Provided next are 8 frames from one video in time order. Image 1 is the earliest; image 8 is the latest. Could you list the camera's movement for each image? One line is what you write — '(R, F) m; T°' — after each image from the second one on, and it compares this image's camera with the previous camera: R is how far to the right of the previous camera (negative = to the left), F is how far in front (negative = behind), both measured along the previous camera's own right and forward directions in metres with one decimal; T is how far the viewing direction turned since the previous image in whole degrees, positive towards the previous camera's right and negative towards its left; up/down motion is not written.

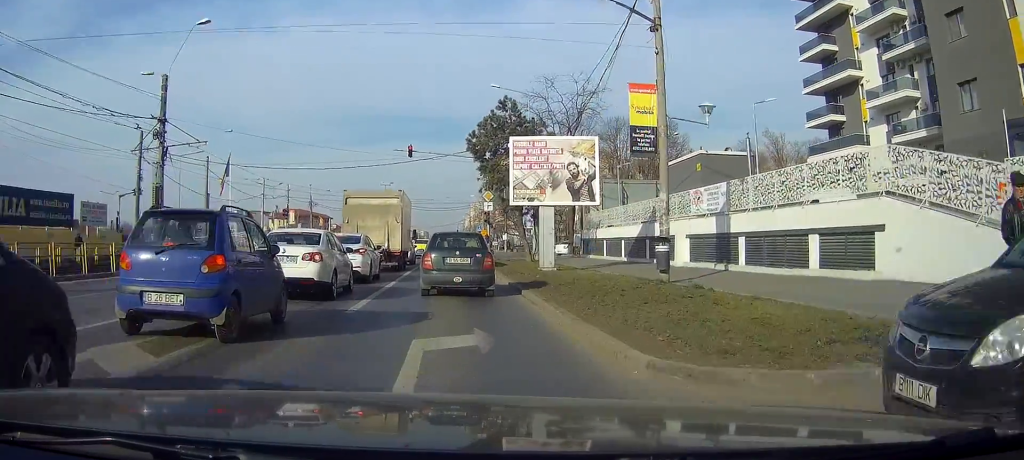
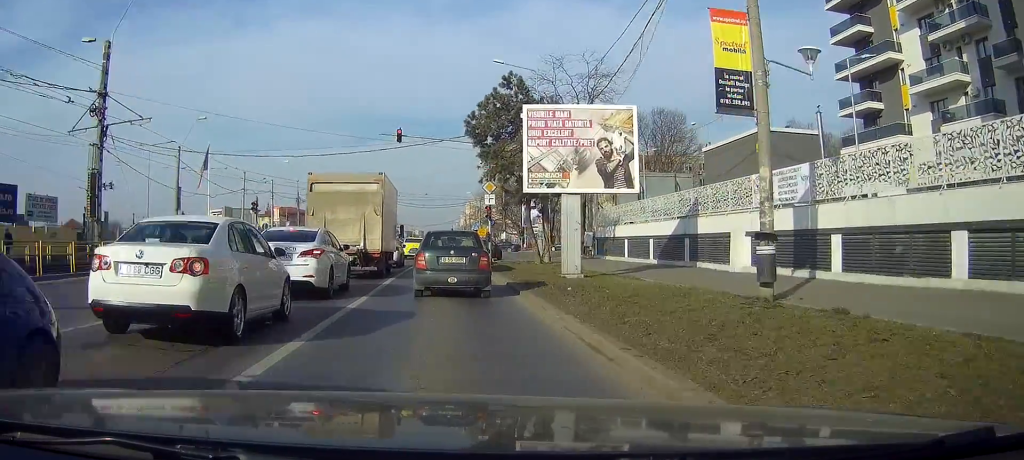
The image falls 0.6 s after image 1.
(-0.1, +6.7) m; 0°
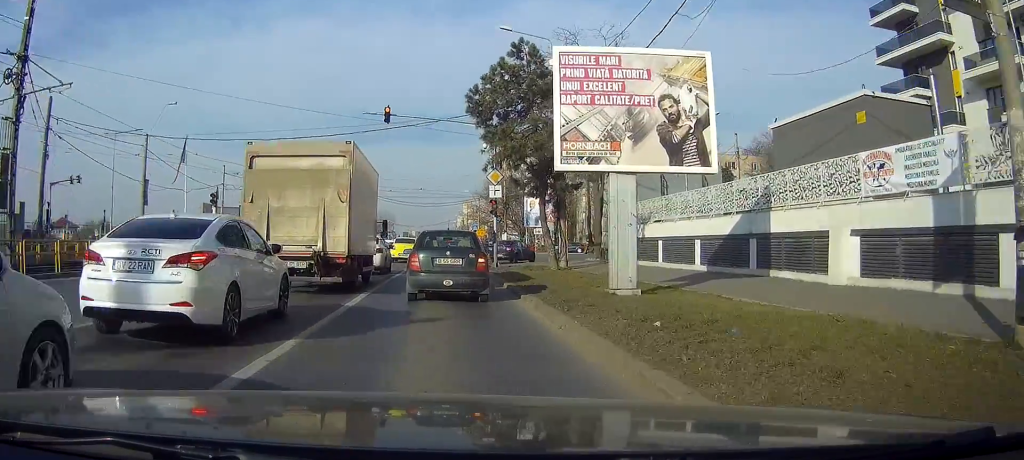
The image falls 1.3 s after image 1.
(0.0, +7.0) m; 0°
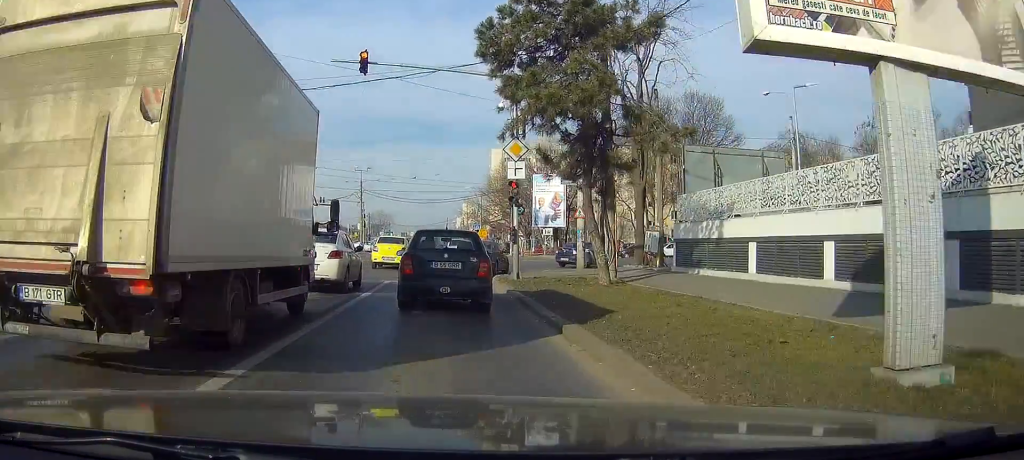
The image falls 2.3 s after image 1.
(+0.1, +10.5) m; +1°
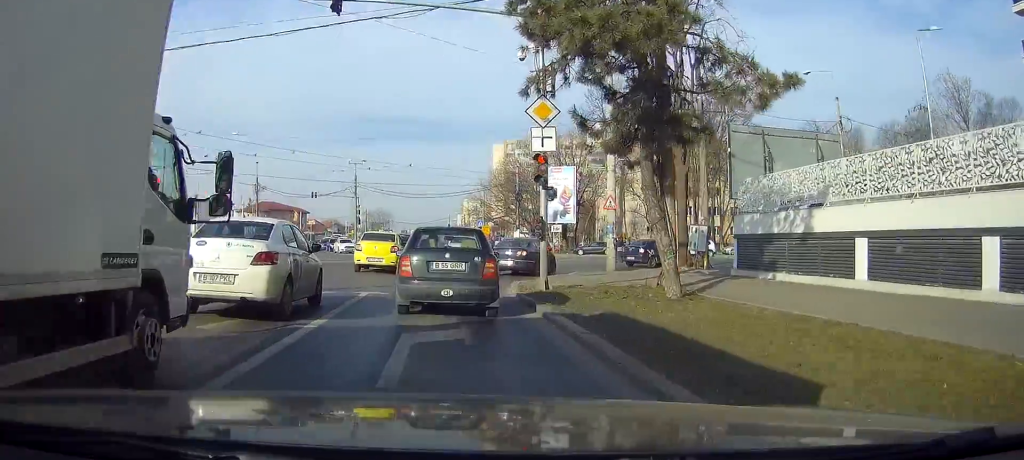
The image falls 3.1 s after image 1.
(+0.1, +7.2) m; +1°
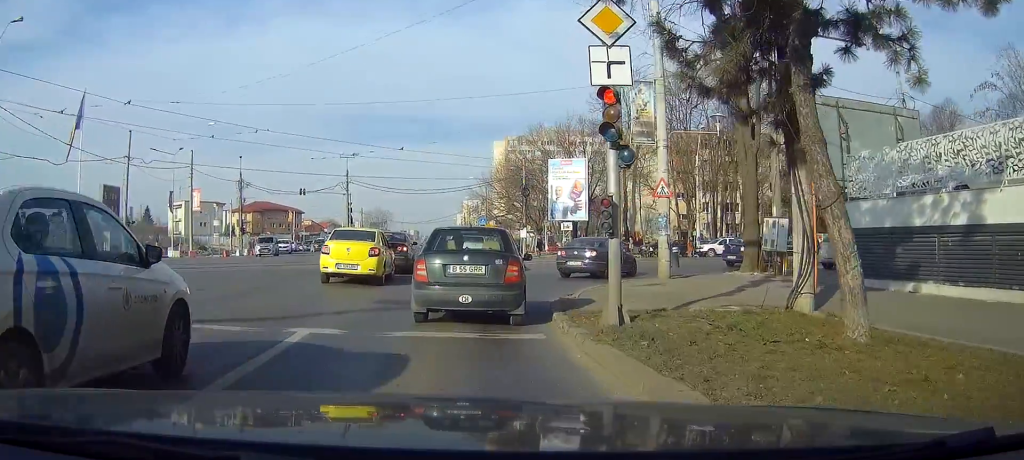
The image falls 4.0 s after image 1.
(+0.1, +8.2) m; 0°
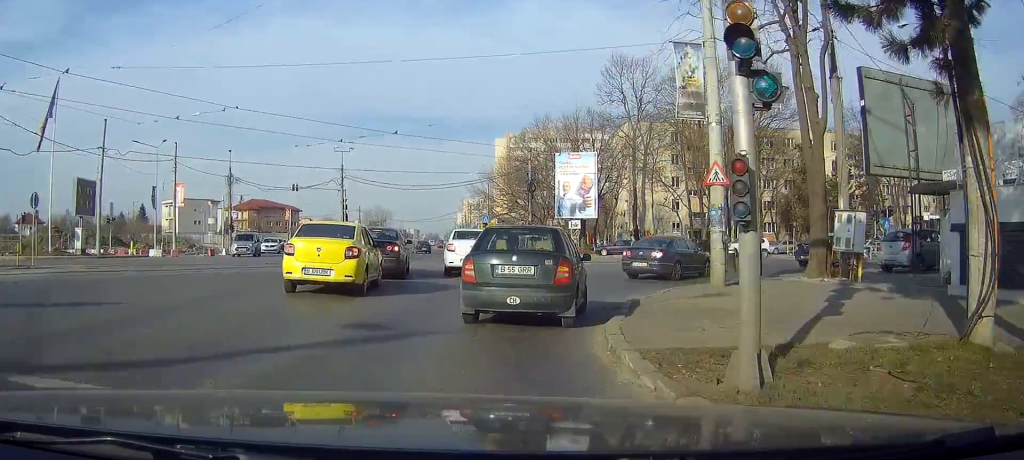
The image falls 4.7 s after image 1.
(0.0, +5.0) m; 0°
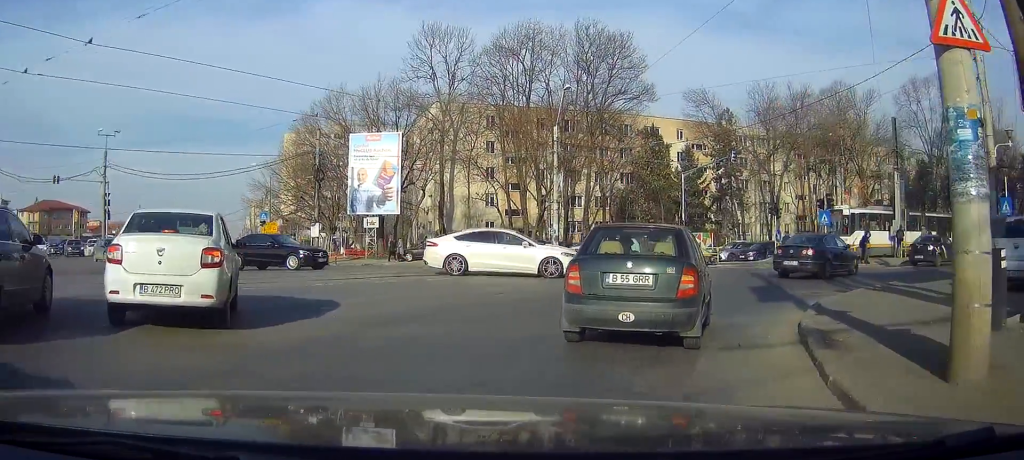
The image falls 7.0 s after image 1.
(+0.5, +15.2) m; +10°
